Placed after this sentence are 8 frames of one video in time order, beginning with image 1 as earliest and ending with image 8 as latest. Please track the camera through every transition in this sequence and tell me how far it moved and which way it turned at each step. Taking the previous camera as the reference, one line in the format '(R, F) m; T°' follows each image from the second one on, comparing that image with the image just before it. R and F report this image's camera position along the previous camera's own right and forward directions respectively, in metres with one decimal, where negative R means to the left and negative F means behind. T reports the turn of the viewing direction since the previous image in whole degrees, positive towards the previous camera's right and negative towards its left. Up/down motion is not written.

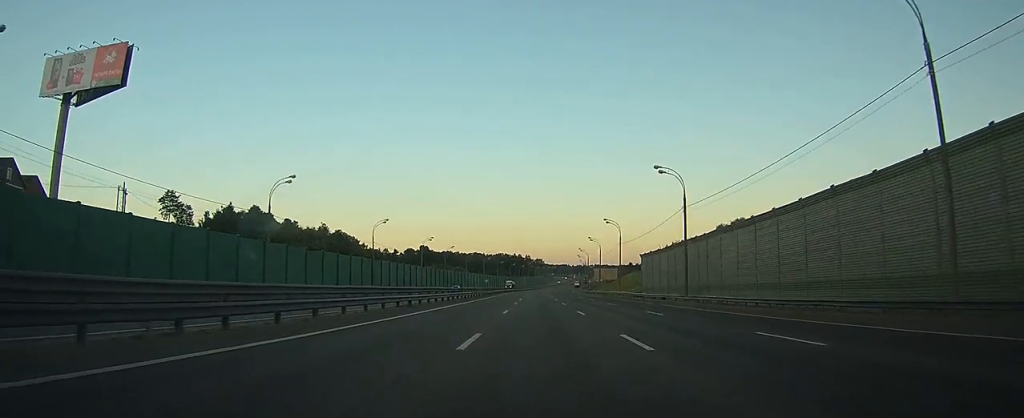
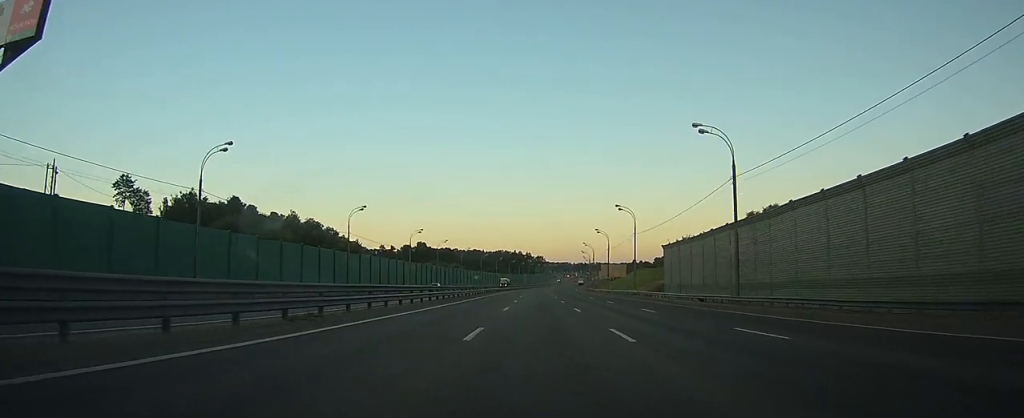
(+0.1, +14.5) m; 0°
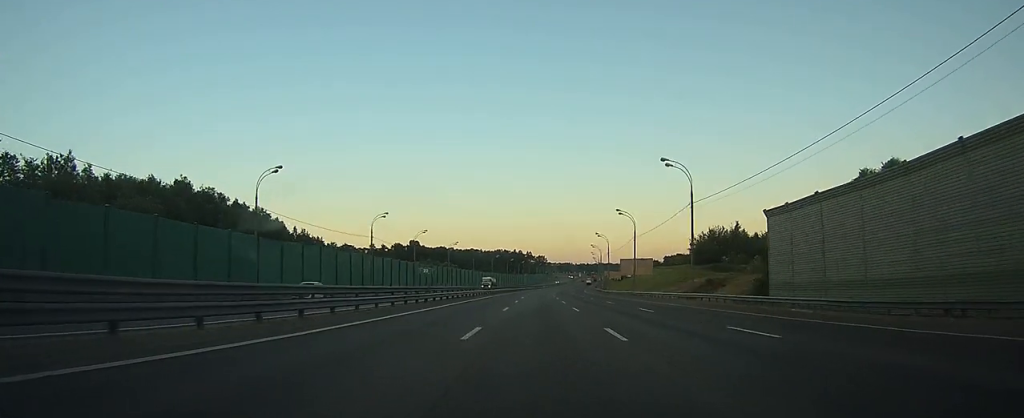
(0.0, +31.7) m; 0°
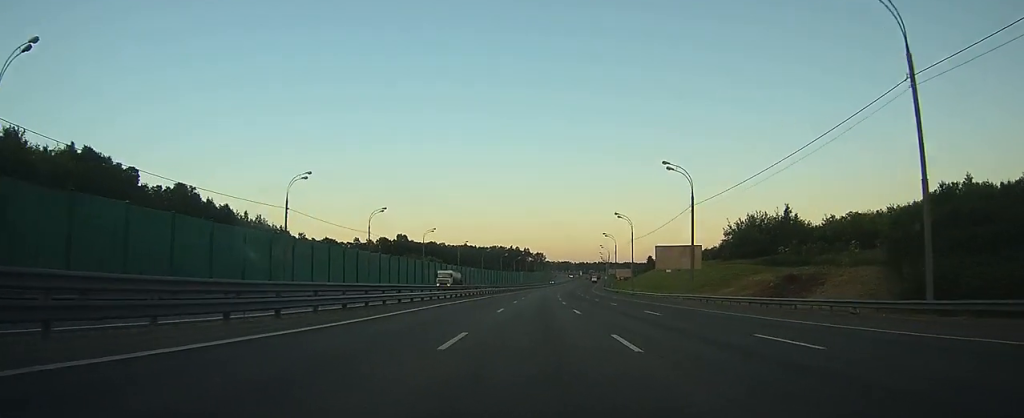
(+0.1, +34.4) m; 0°
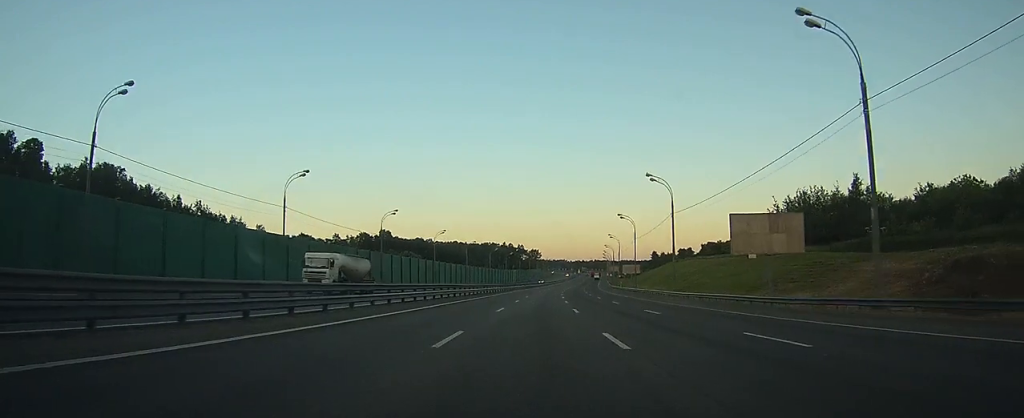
(0.0, +31.6) m; 0°
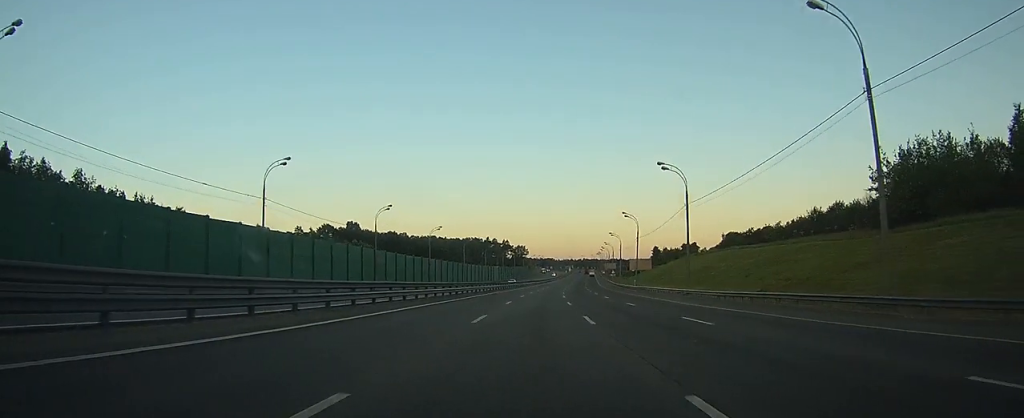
(+0.1, +41.3) m; +1°
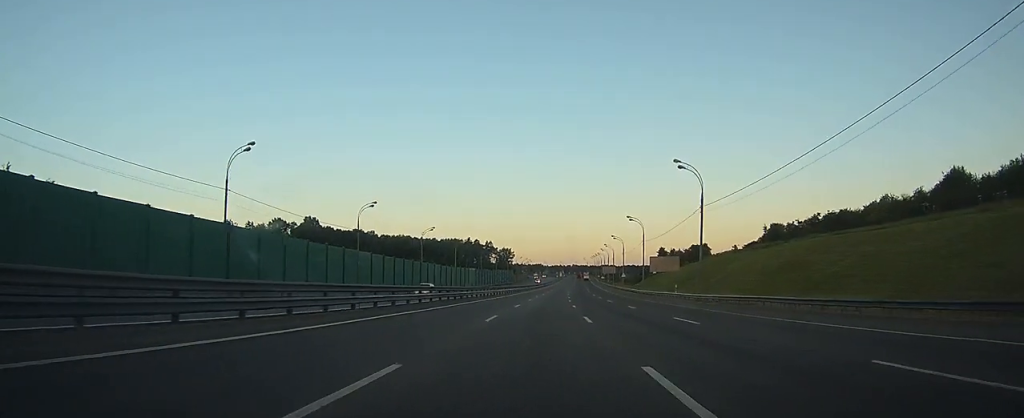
(+0.7, +45.8) m; +1°
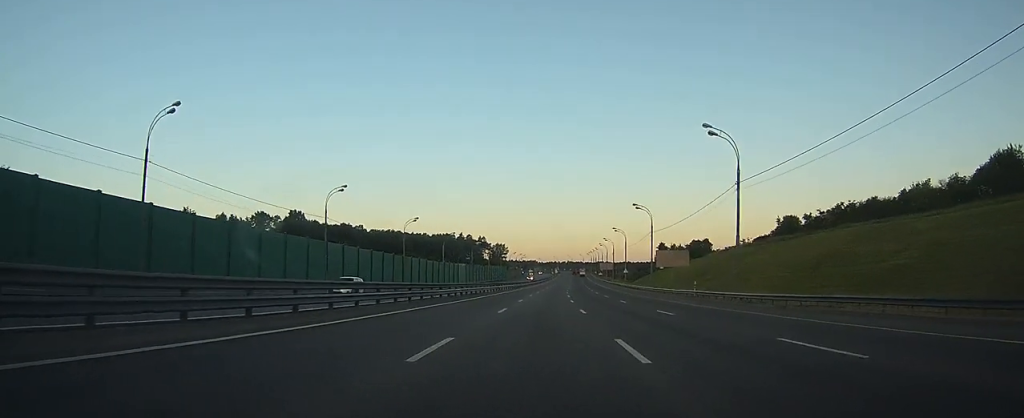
(0.0, +11.7) m; 0°
